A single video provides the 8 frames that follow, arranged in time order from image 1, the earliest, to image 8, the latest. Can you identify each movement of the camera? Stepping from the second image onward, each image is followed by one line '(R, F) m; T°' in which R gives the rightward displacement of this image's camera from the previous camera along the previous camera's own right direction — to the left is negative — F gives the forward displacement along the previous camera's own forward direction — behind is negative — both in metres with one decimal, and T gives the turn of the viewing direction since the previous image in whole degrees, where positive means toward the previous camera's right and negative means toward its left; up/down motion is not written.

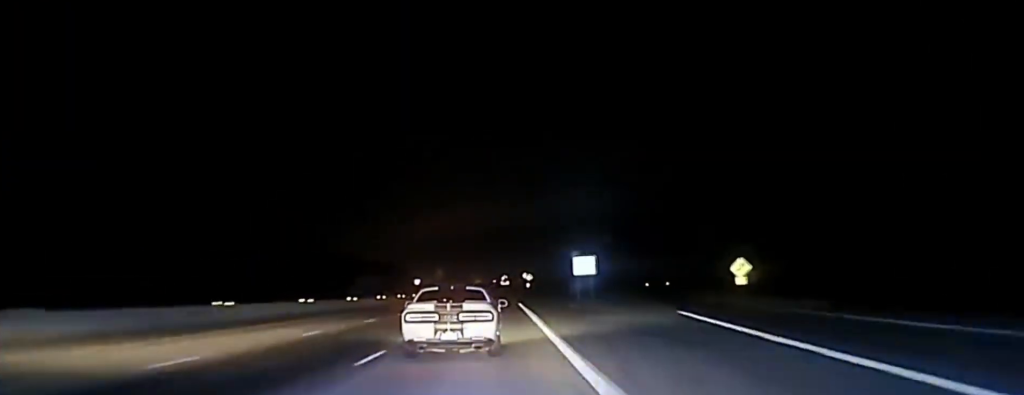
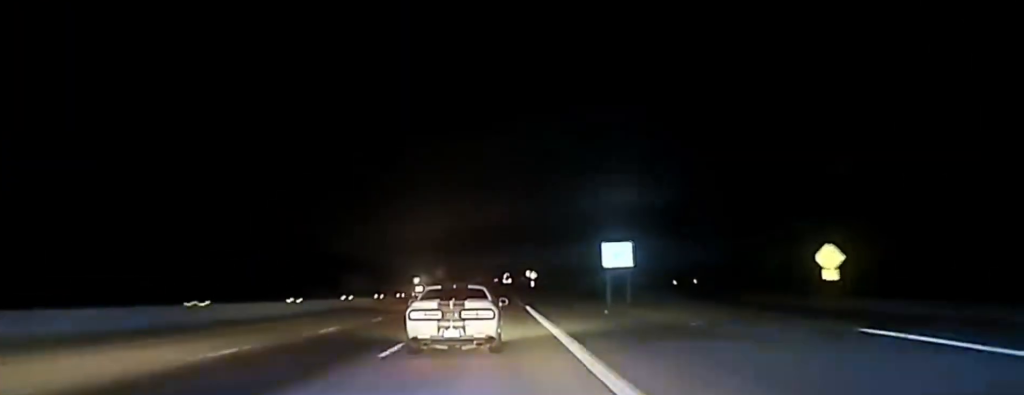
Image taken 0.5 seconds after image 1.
(-0.1, +22.4) m; 0°
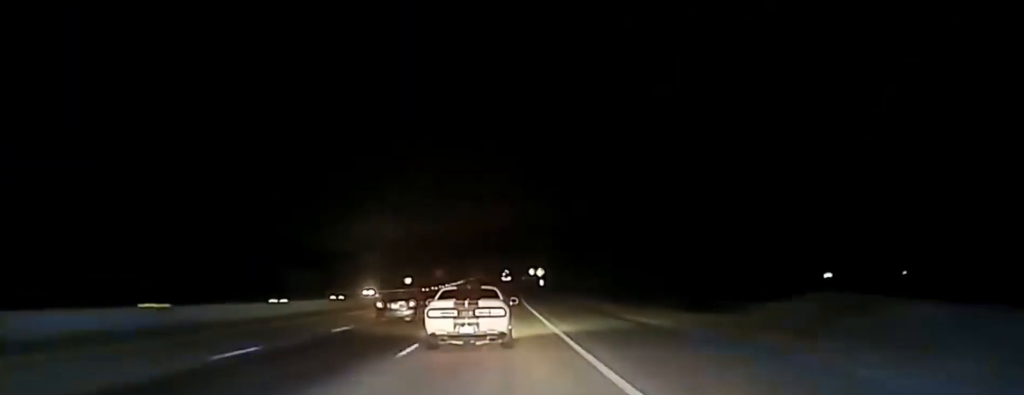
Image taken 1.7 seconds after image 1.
(0.0, +61.0) m; +1°
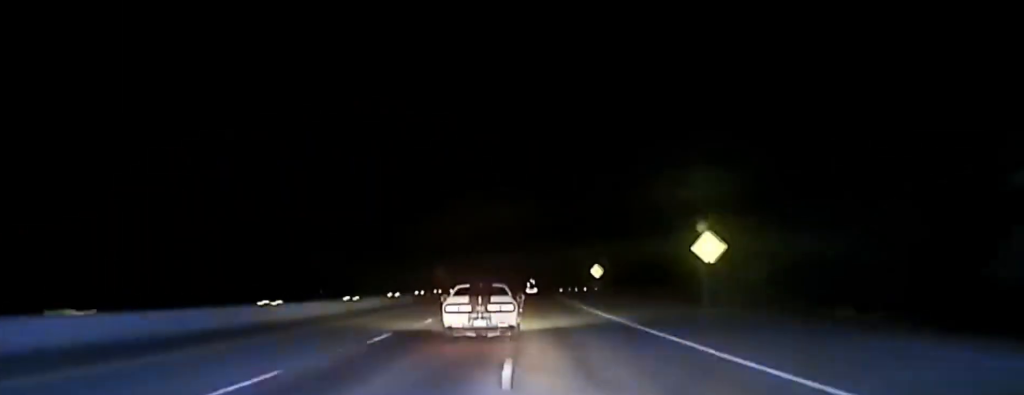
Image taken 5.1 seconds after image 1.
(-1.0, +175.4) m; -1°
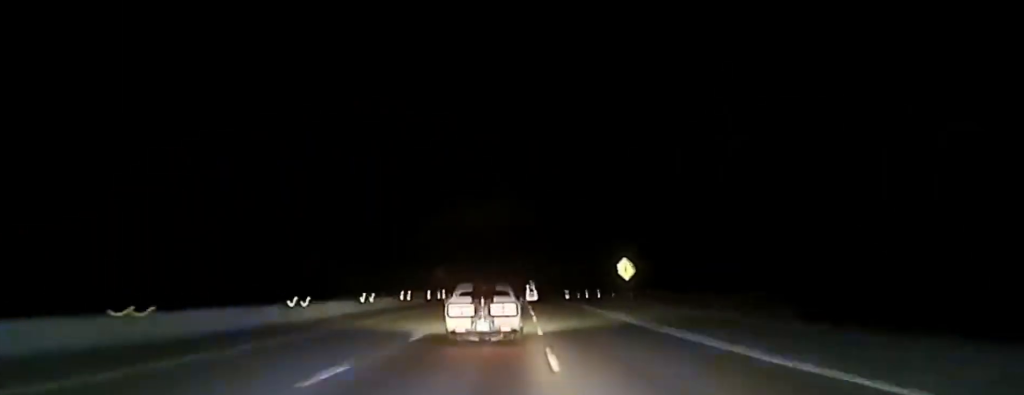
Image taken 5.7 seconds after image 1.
(0.0, +36.1) m; 0°
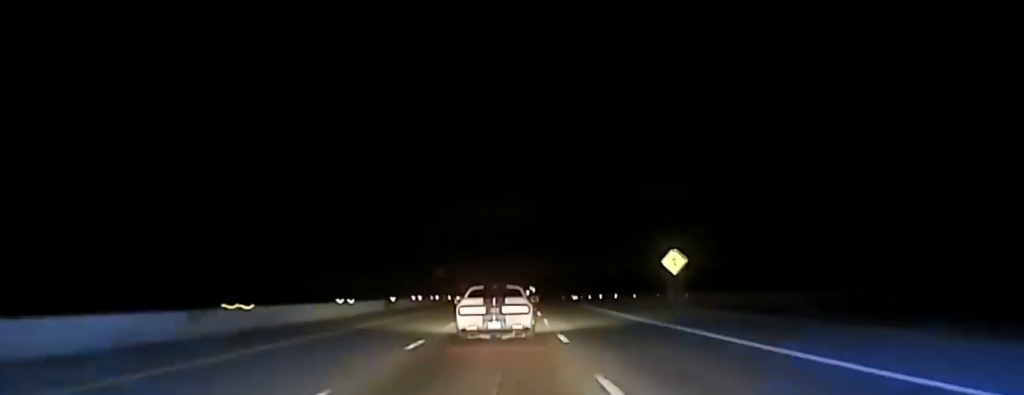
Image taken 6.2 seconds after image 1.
(+0.1, +27.4) m; 0°
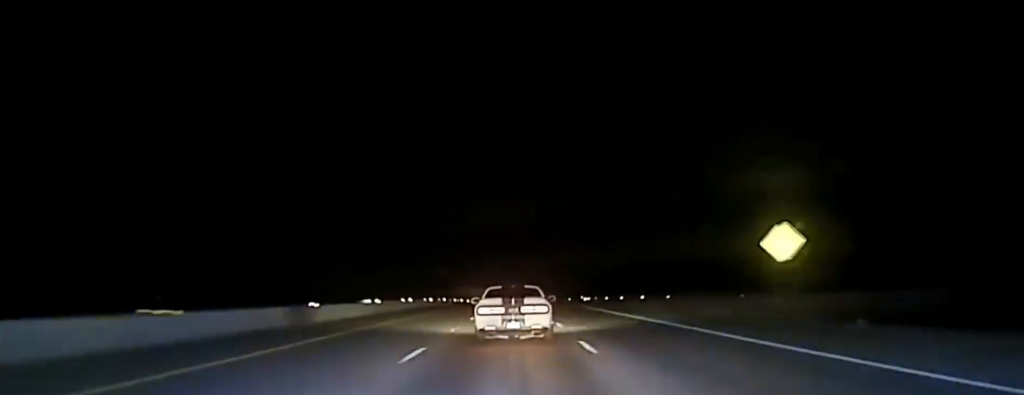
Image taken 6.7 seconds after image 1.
(0.0, +27.6) m; 0°
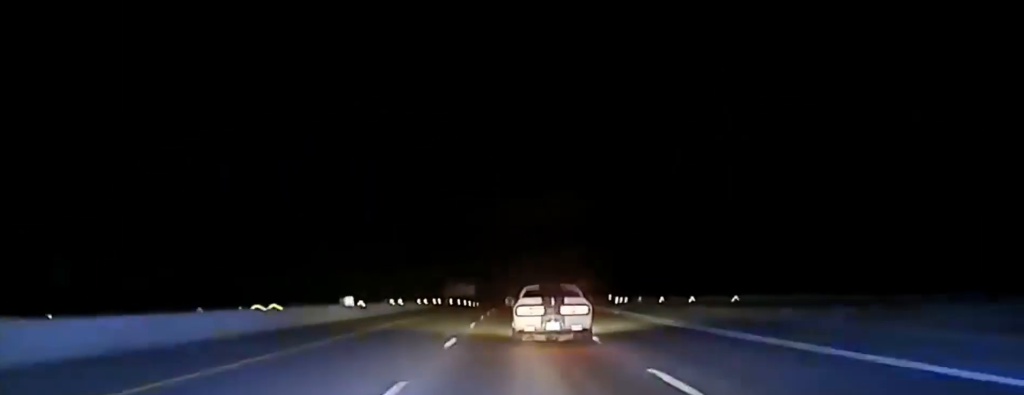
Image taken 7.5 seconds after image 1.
(-0.3, +44.4) m; 0°
